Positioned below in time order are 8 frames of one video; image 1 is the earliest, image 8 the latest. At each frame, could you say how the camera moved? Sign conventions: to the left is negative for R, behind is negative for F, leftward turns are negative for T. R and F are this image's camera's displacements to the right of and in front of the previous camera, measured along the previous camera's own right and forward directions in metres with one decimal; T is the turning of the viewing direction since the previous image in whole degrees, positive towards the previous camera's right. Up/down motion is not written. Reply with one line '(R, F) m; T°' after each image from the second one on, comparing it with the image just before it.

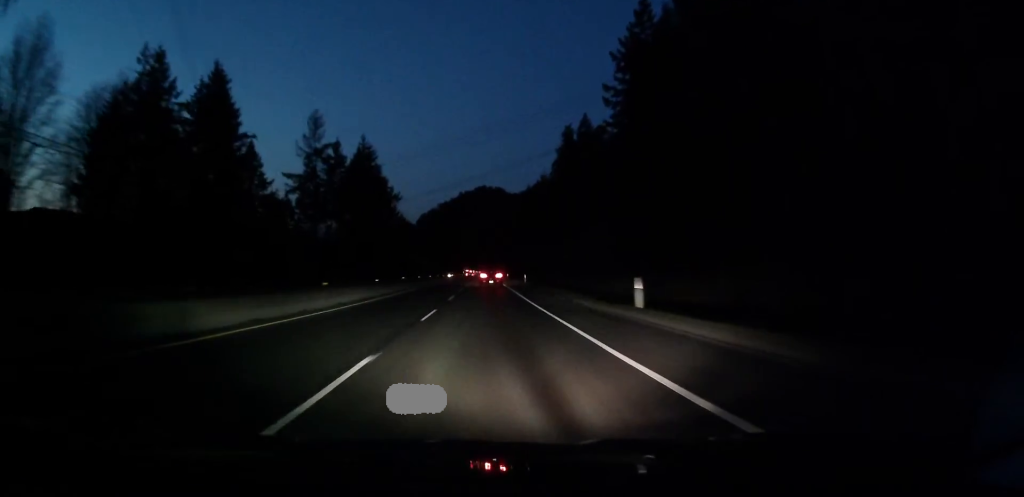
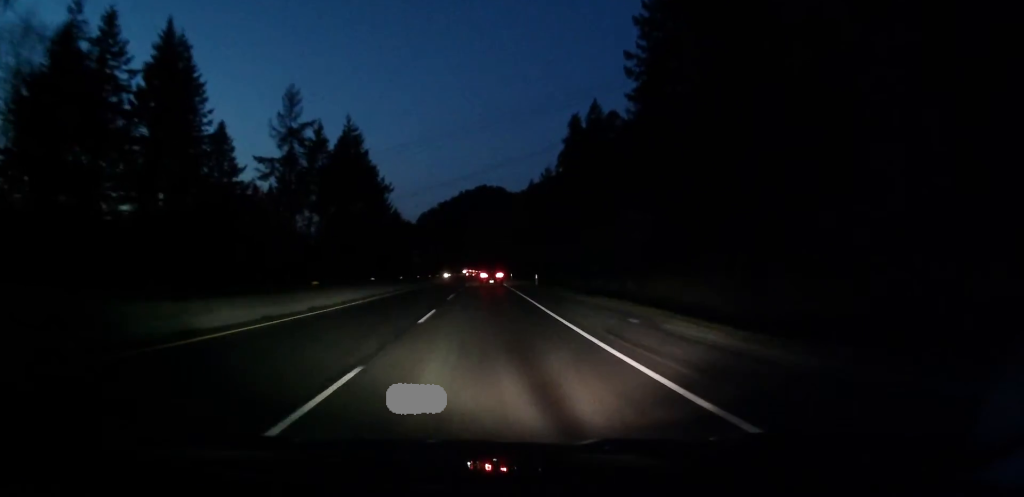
(-0.4, +14.2) m; 0°
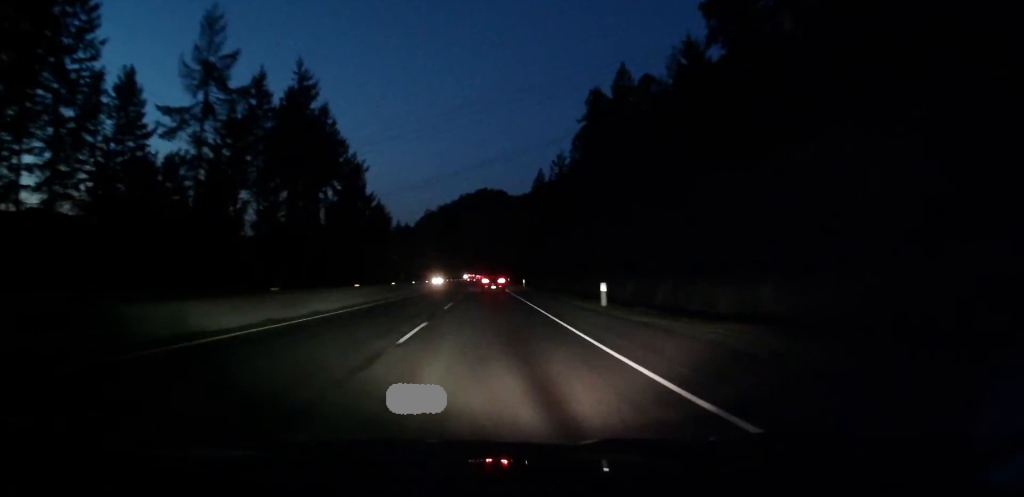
(-0.2, +30.2) m; 0°
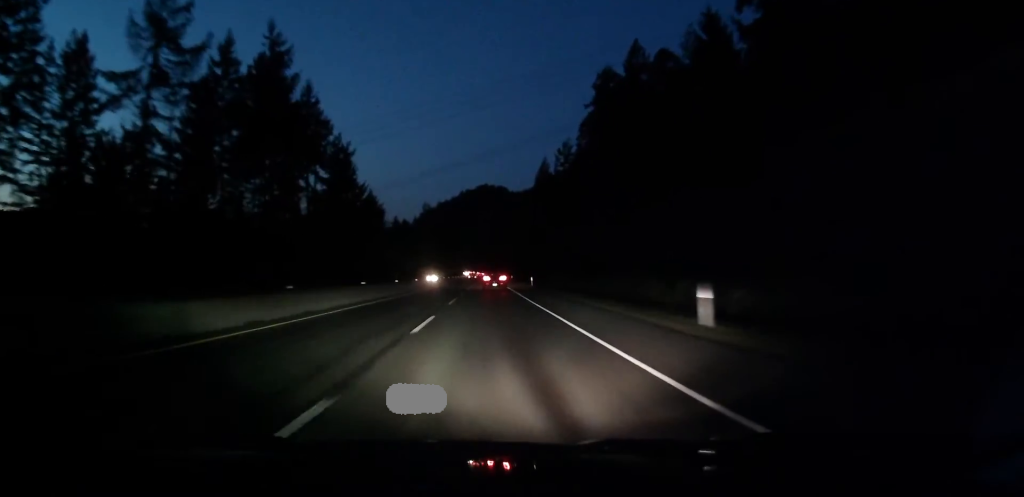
(+0.2, +11.4) m; 0°
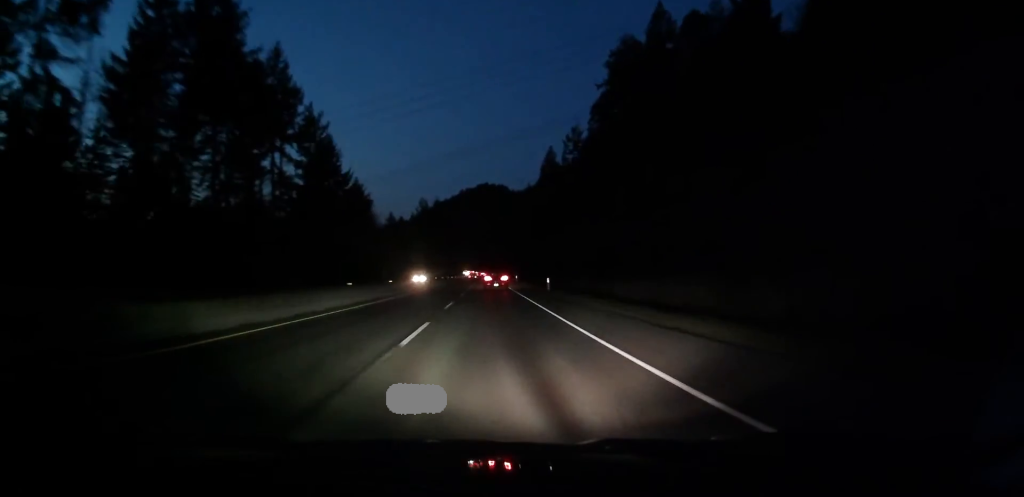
(-0.2, +16.1) m; 0°
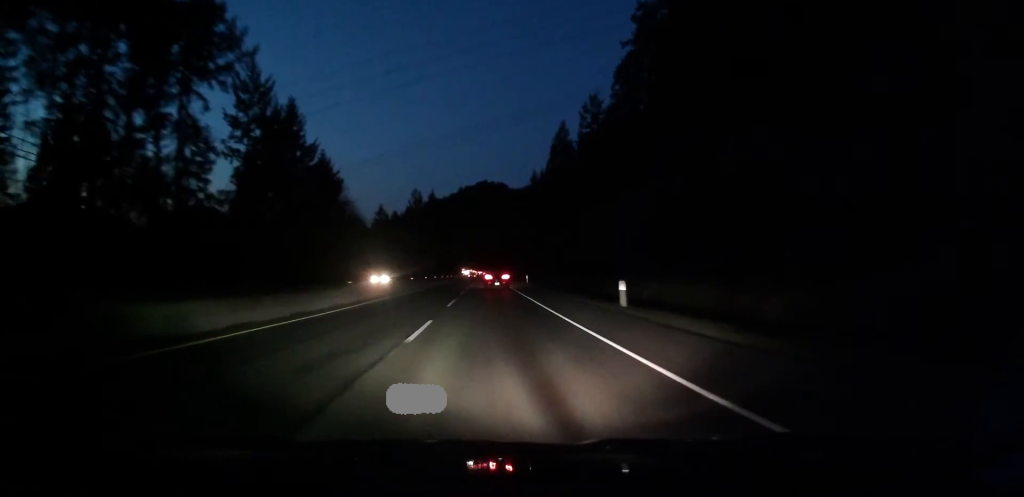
(-0.2, +25.5) m; 0°
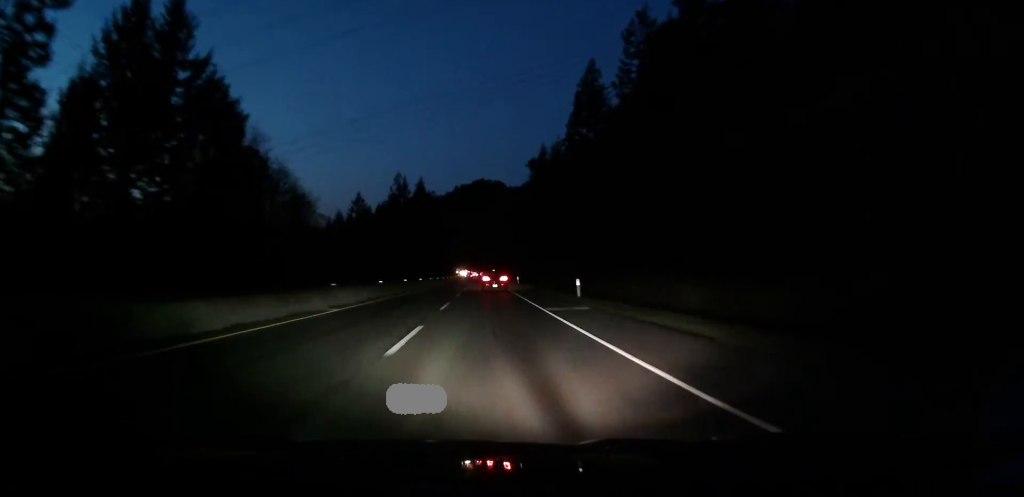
(+0.8, +40.4) m; +2°
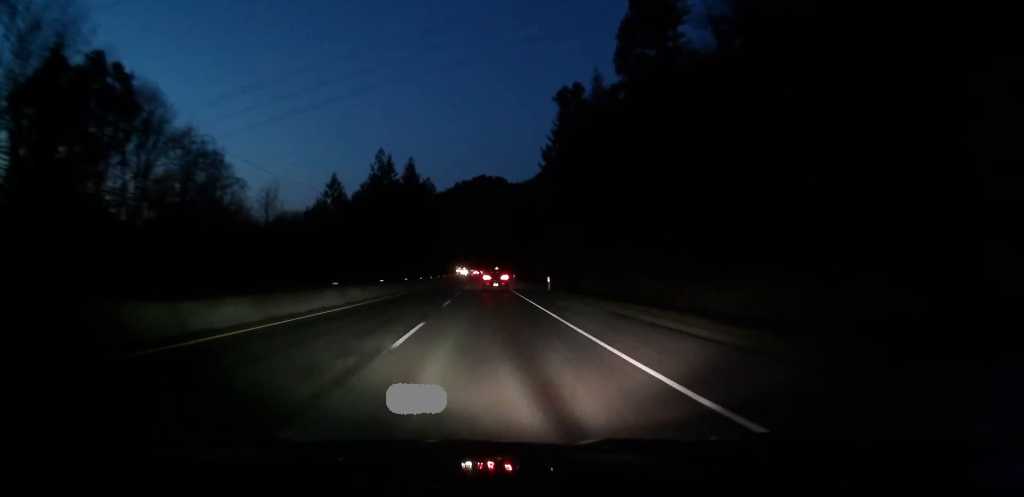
(-0.2, +37.6) m; -1°
